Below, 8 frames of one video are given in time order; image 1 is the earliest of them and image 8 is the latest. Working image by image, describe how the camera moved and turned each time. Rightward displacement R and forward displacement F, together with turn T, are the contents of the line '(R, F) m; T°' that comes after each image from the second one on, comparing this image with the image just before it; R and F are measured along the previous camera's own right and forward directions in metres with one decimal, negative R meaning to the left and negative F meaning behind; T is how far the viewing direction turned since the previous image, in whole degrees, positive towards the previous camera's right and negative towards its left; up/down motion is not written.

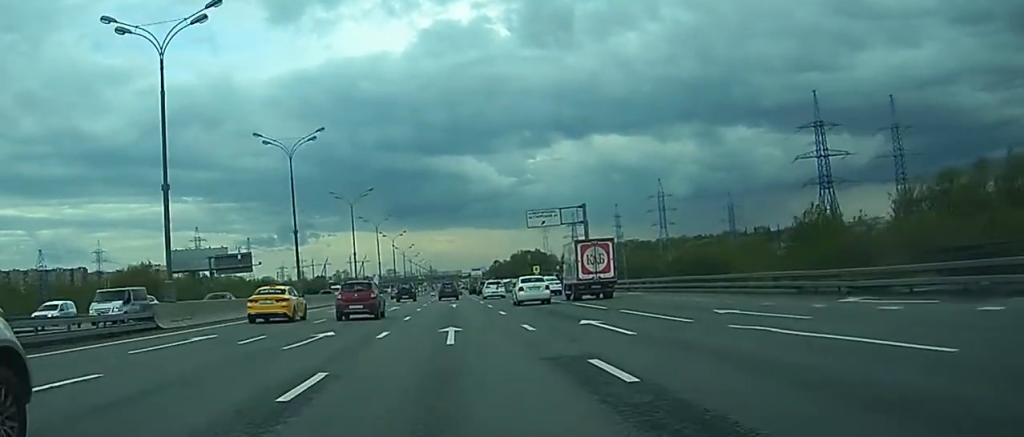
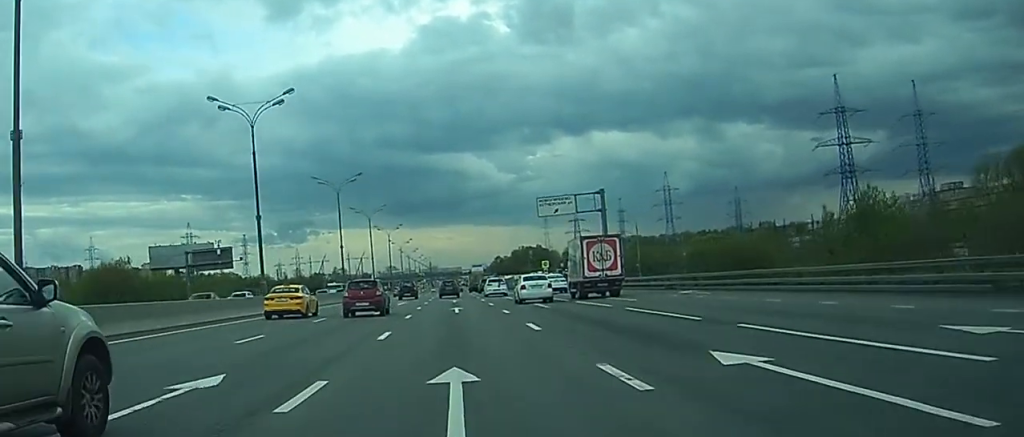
(+0.1, +12.9) m; 0°
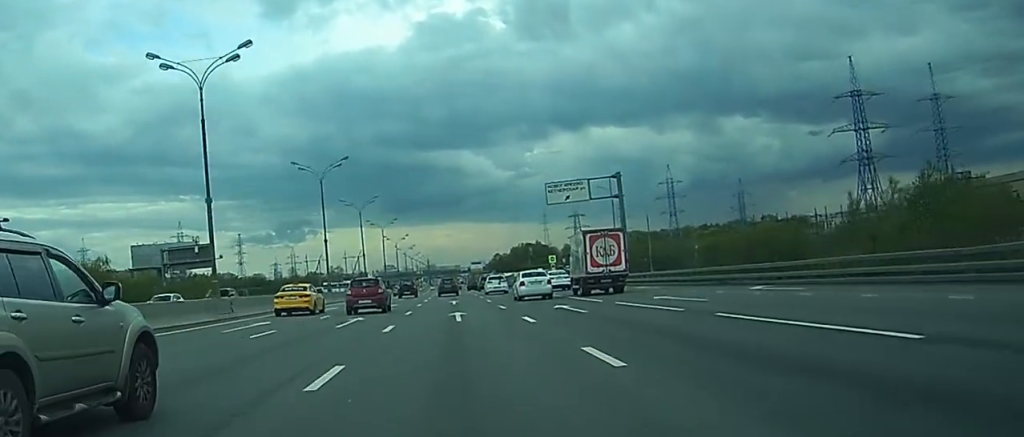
(+0.2, +10.6) m; 0°
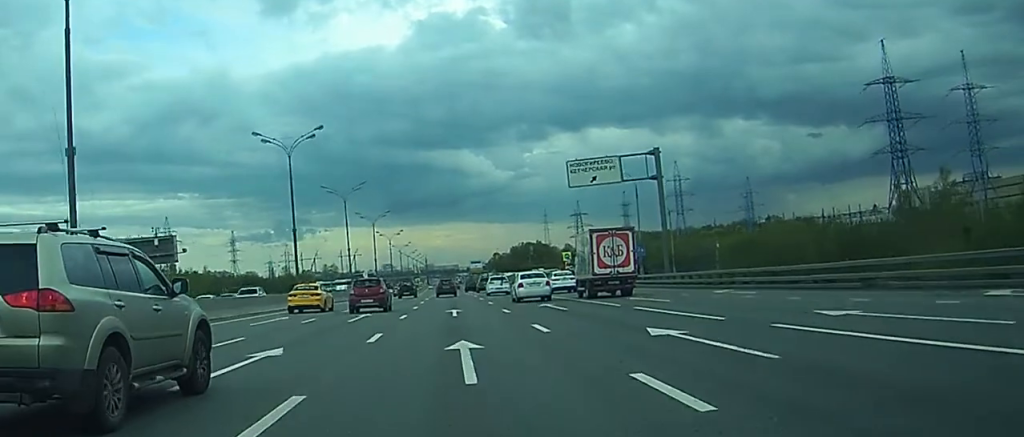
(-0.2, +15.9) m; 0°
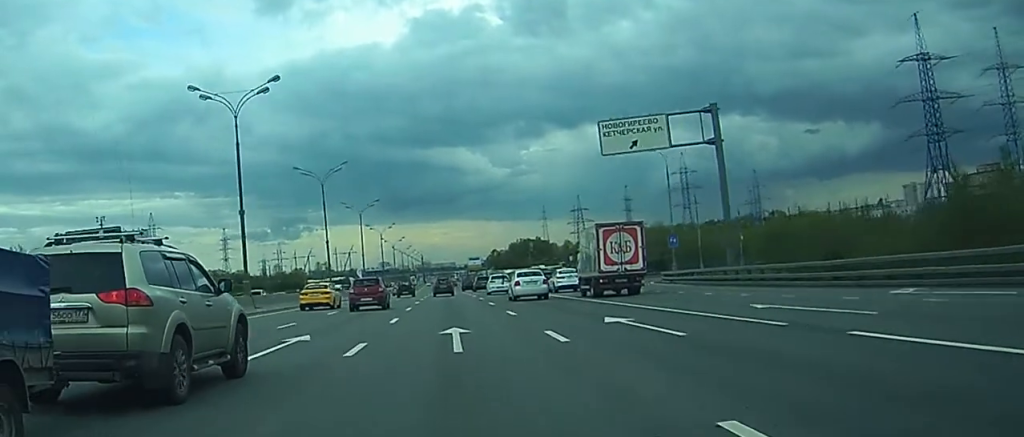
(-0.1, +15.9) m; 0°
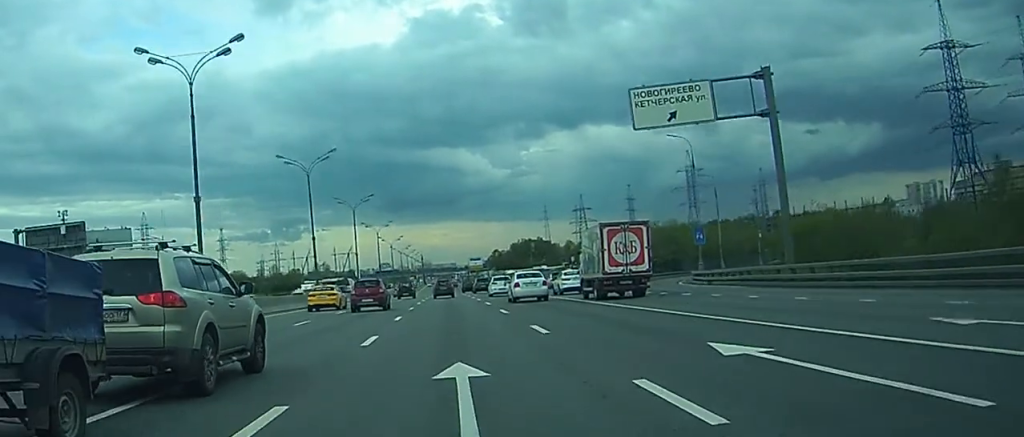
(+0.1, +9.1) m; 0°
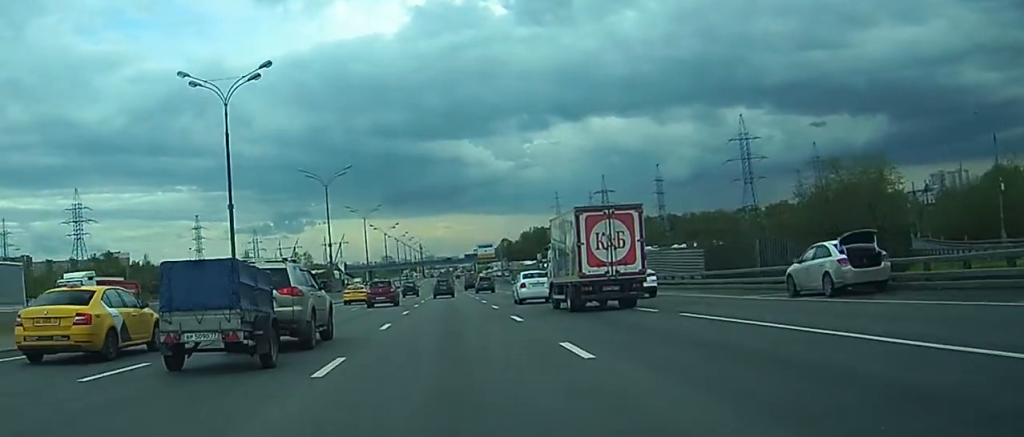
(+0.5, +67.8) m; 0°
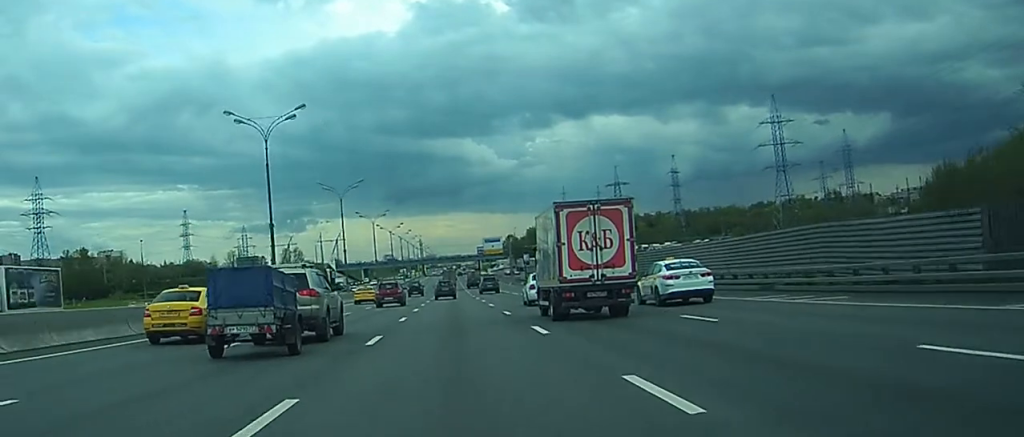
(-0.3, +29.6) m; -1°
